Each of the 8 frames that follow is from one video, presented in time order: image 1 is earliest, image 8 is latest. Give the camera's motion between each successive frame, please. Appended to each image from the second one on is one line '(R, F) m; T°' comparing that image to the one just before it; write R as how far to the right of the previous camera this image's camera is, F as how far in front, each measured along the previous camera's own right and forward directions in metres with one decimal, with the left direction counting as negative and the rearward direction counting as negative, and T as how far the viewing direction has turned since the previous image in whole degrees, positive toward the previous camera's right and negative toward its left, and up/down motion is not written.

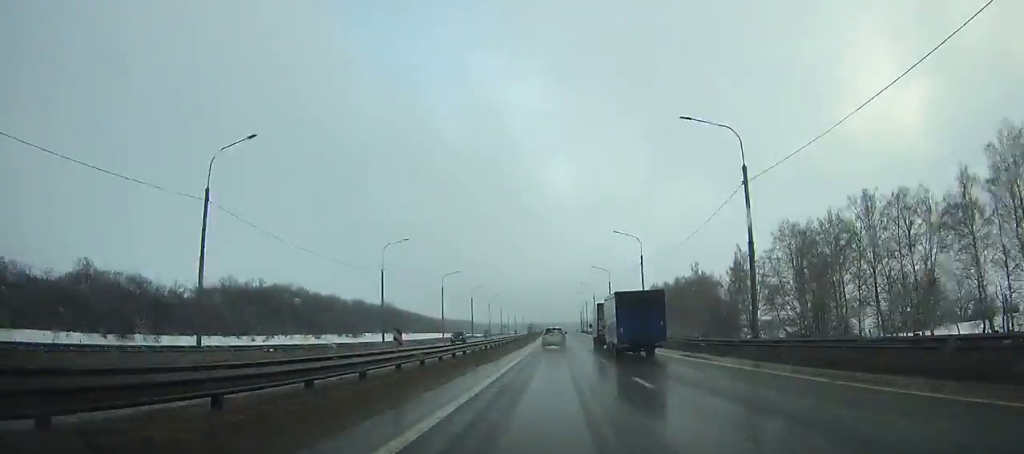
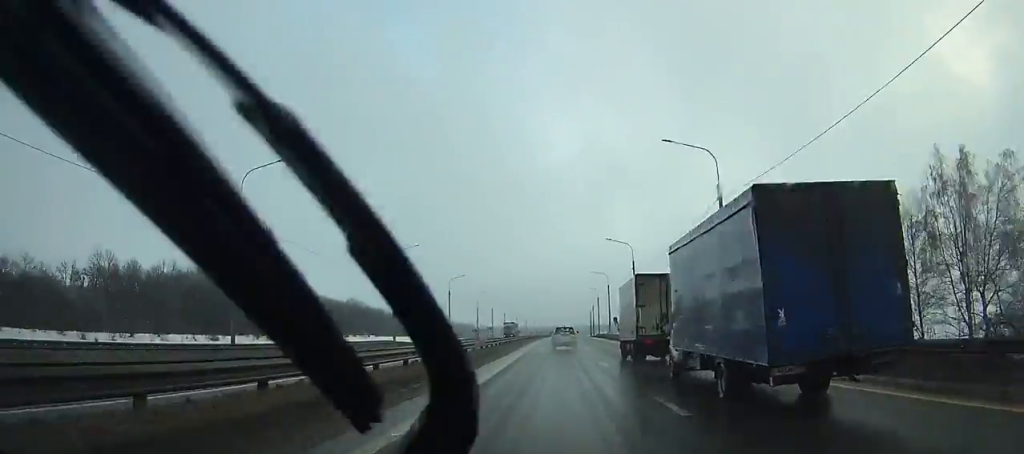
(+0.1, +63.0) m; 0°
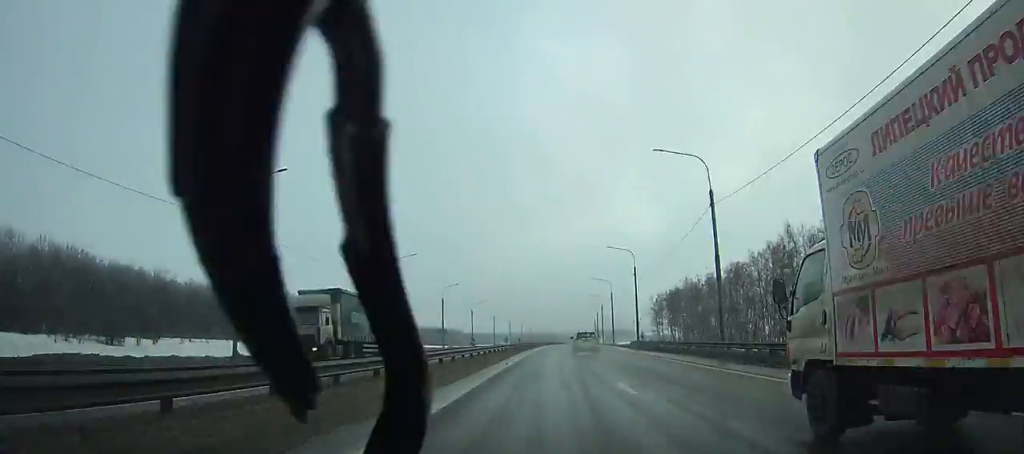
(+0.3, +70.4) m; +1°
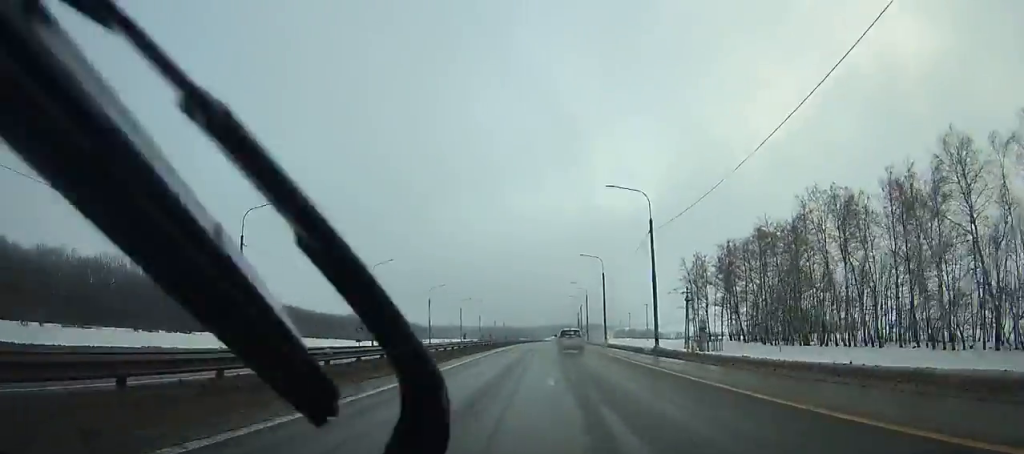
(+1.5, +93.8) m; +2°
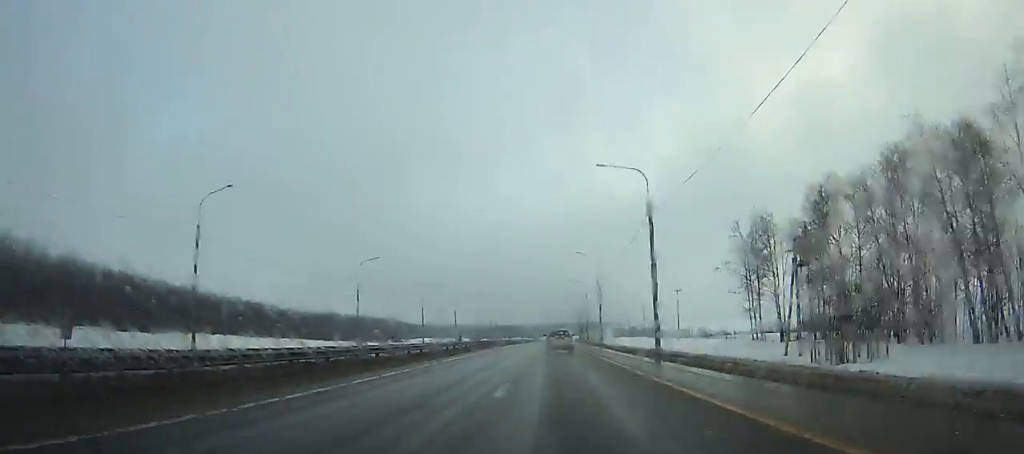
(+0.3, +37.5) m; 0°
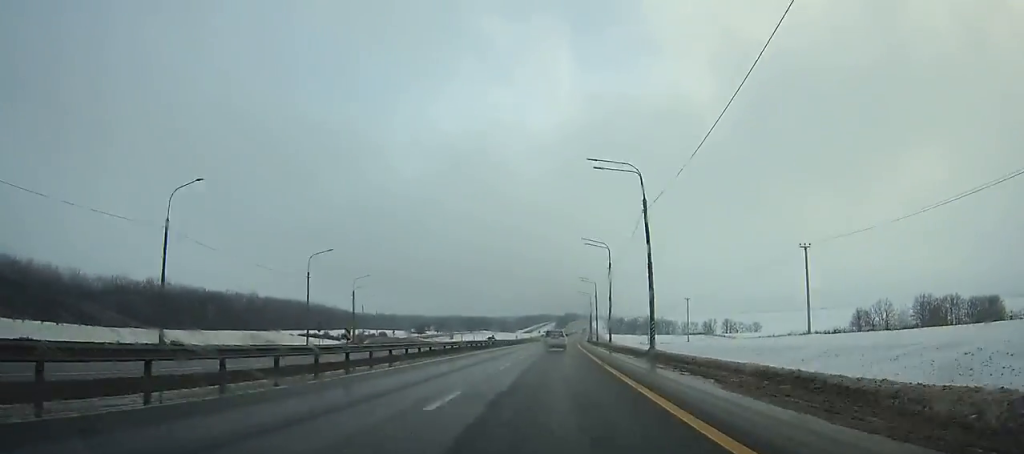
(+2.2, +170.8) m; +2°
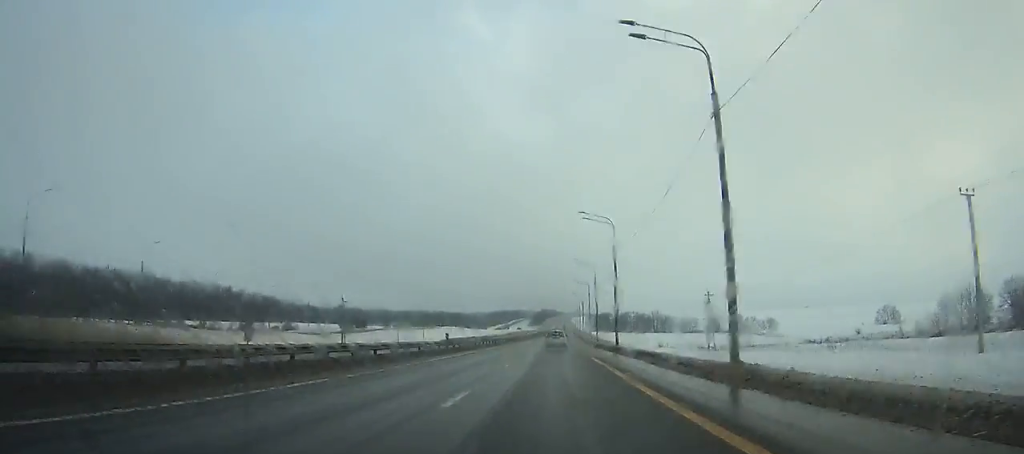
(+1.3, +82.6) m; +2°
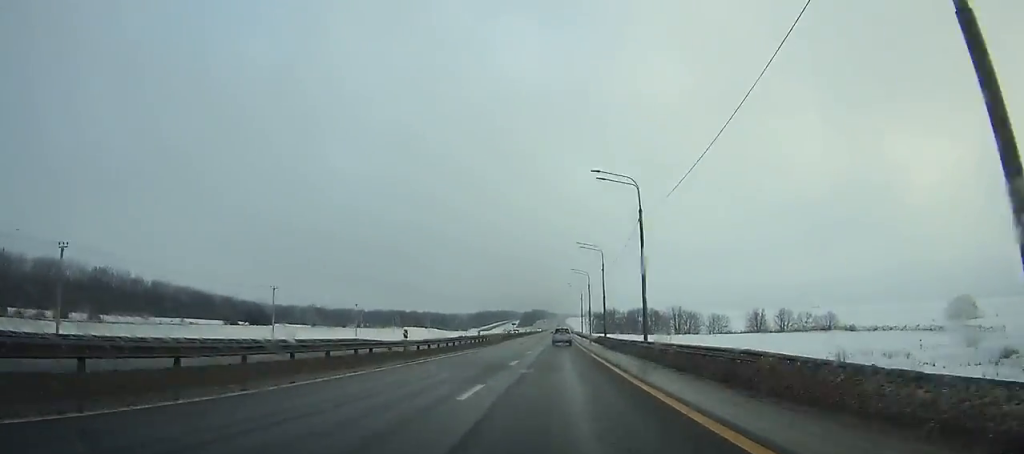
(+1.5, +101.5) m; +1°
